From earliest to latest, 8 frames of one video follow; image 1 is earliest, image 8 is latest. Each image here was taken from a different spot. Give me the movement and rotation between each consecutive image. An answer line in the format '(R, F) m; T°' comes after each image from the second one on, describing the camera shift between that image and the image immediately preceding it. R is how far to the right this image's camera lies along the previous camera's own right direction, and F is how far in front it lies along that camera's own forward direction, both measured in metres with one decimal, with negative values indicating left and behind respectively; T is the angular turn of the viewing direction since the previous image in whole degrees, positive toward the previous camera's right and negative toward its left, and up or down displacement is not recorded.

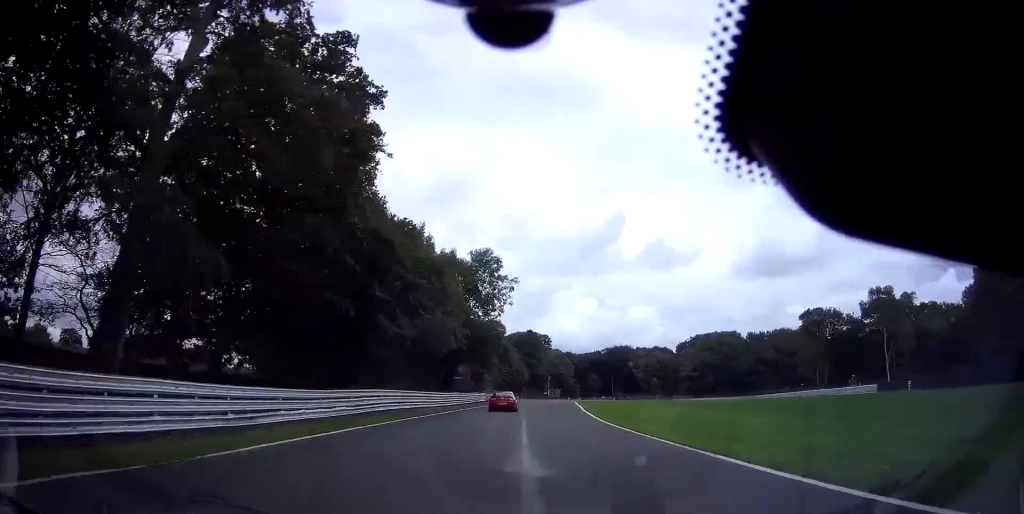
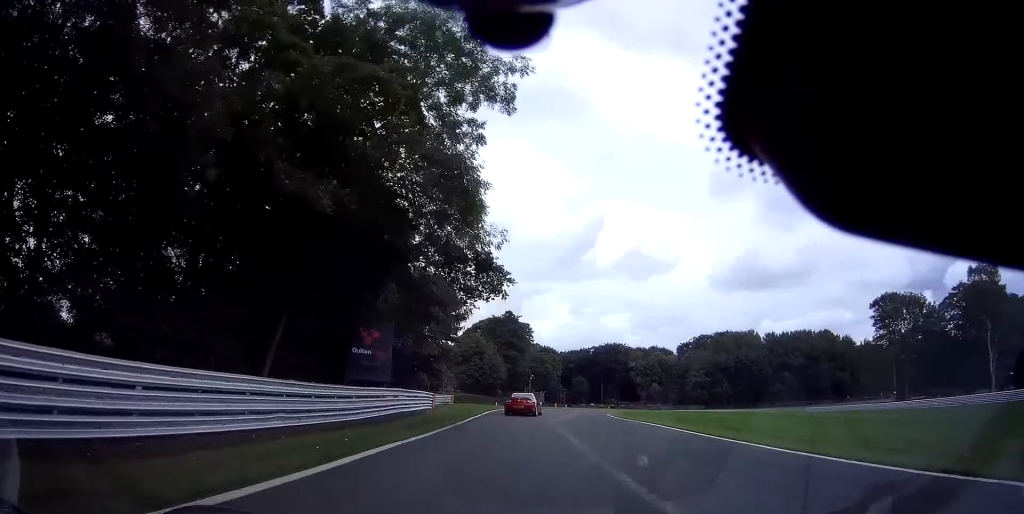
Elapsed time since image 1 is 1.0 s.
(-0.7, +37.0) m; +1°
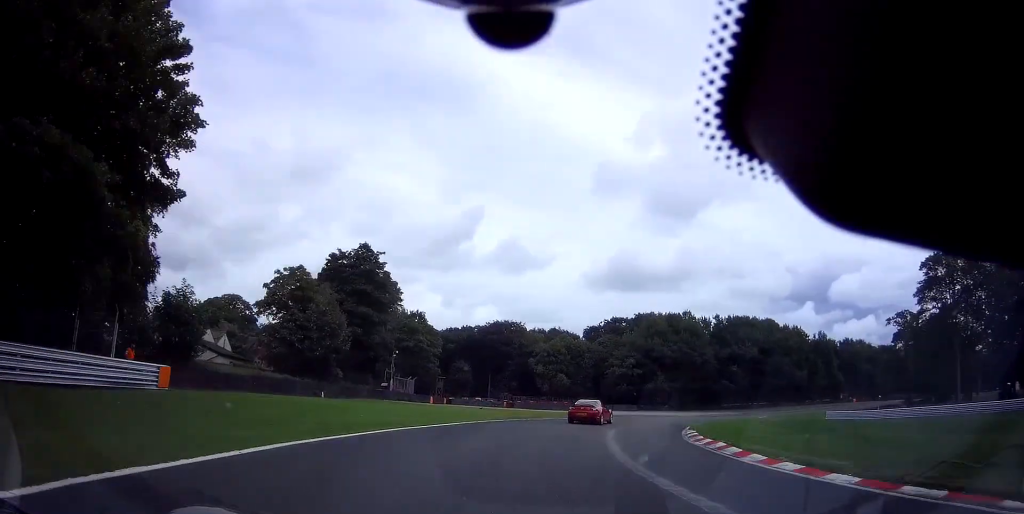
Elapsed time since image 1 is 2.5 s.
(+2.9, +43.7) m; +13°
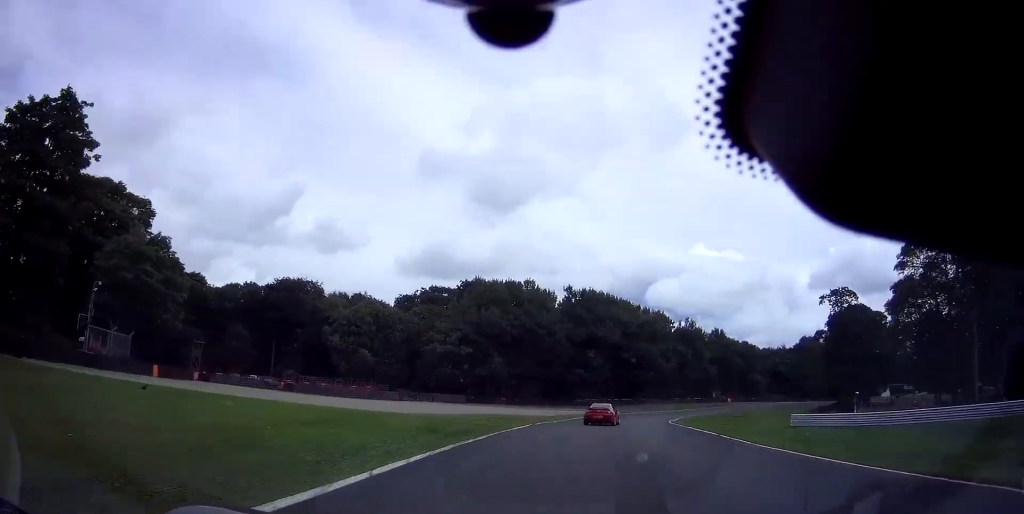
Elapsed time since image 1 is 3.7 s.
(+5.4, +29.8) m; +20°
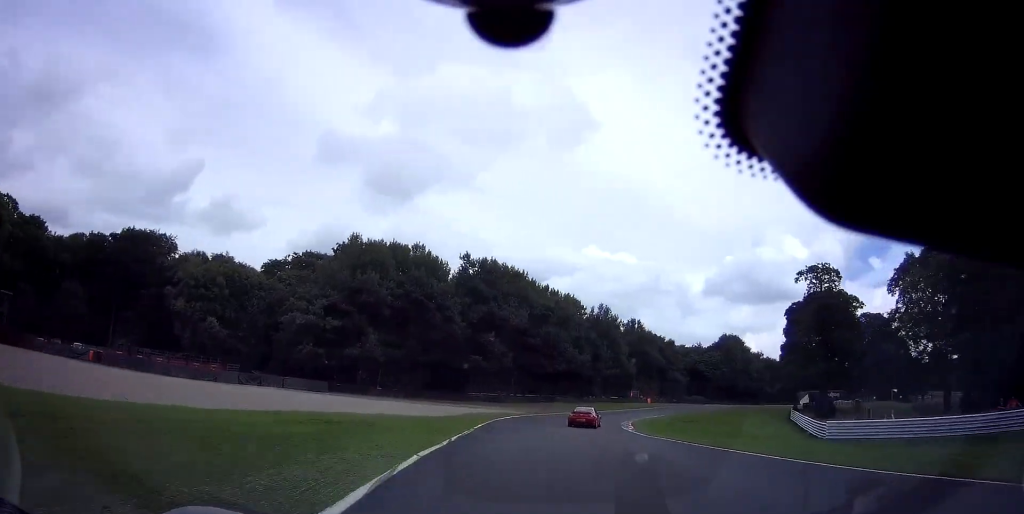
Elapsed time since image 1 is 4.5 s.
(+1.7, +18.9) m; +13°
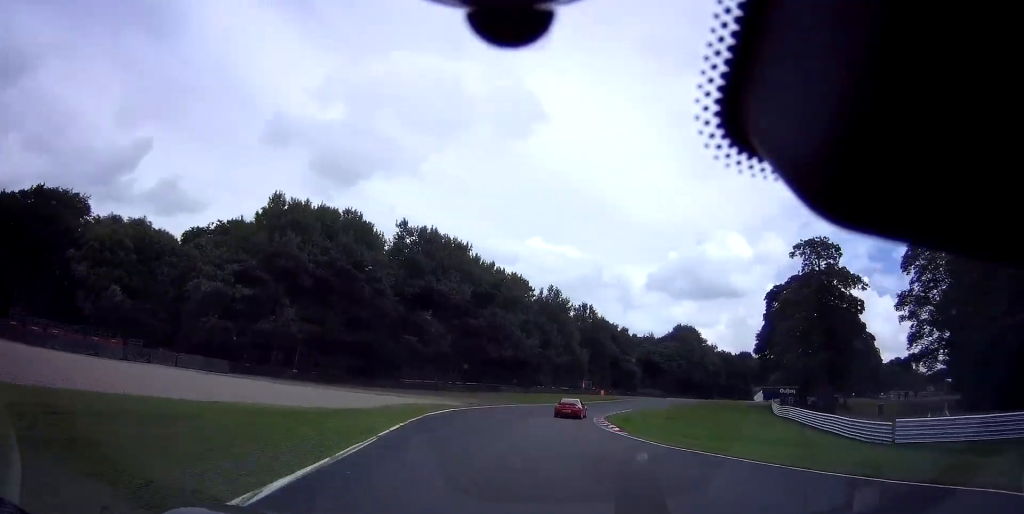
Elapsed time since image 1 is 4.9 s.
(+1.3, +10.4) m; +6°
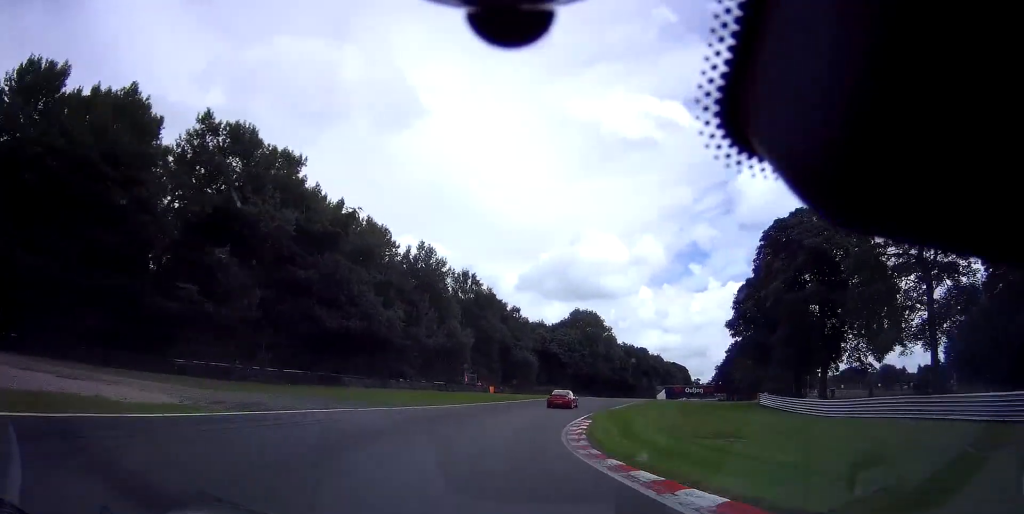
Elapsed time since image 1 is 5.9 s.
(+3.7, +27.3) m; +14°
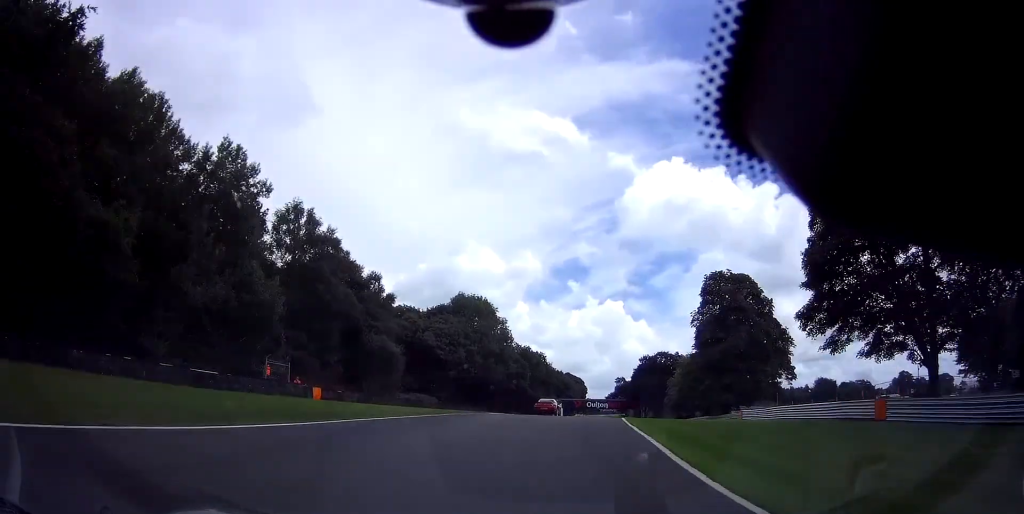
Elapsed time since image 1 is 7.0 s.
(+3.7, +31.1) m; +12°
